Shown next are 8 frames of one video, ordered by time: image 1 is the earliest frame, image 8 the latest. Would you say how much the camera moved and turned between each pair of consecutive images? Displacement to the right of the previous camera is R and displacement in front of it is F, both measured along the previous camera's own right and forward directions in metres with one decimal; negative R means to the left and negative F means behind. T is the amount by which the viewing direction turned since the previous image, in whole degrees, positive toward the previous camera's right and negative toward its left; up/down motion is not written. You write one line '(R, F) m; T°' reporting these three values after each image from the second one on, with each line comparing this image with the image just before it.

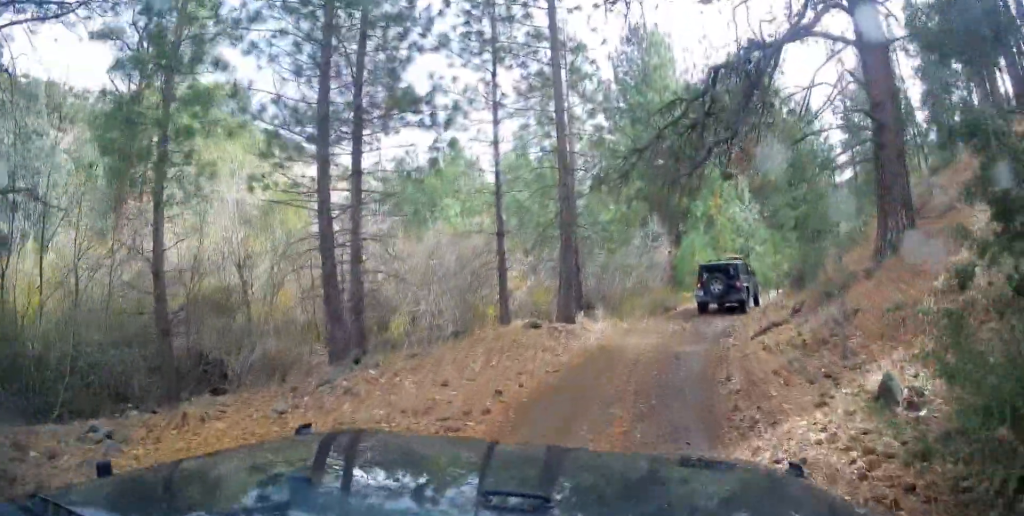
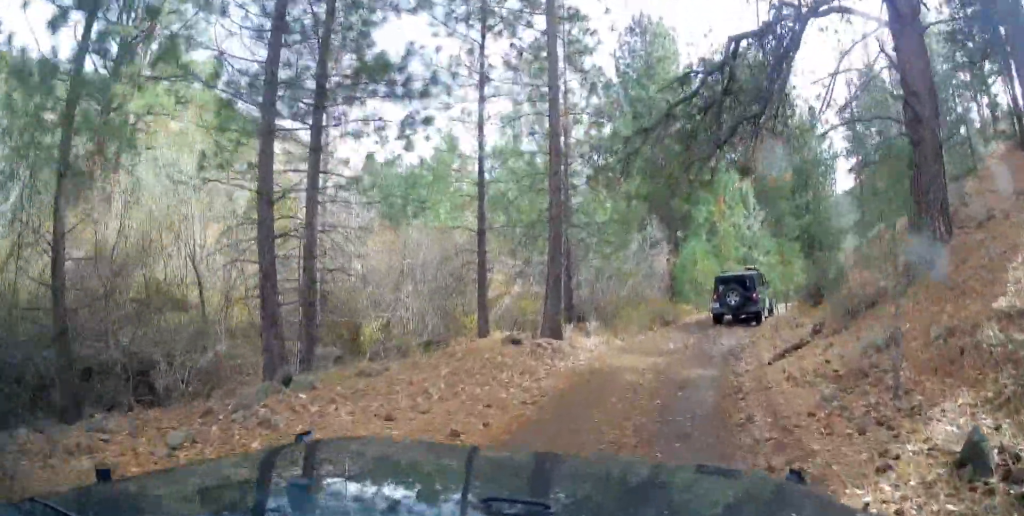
(-0.3, +2.0) m; 0°
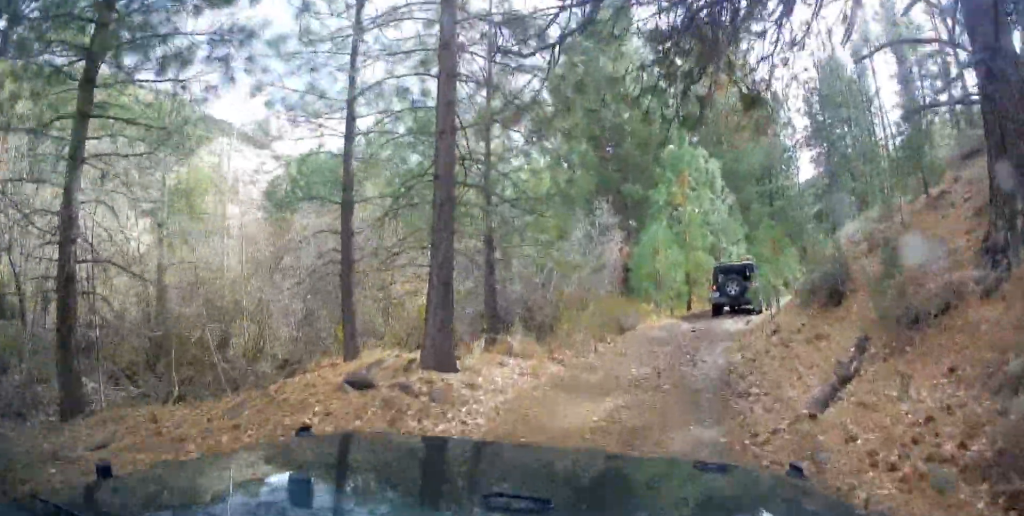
(+0.3, +4.8) m; +11°
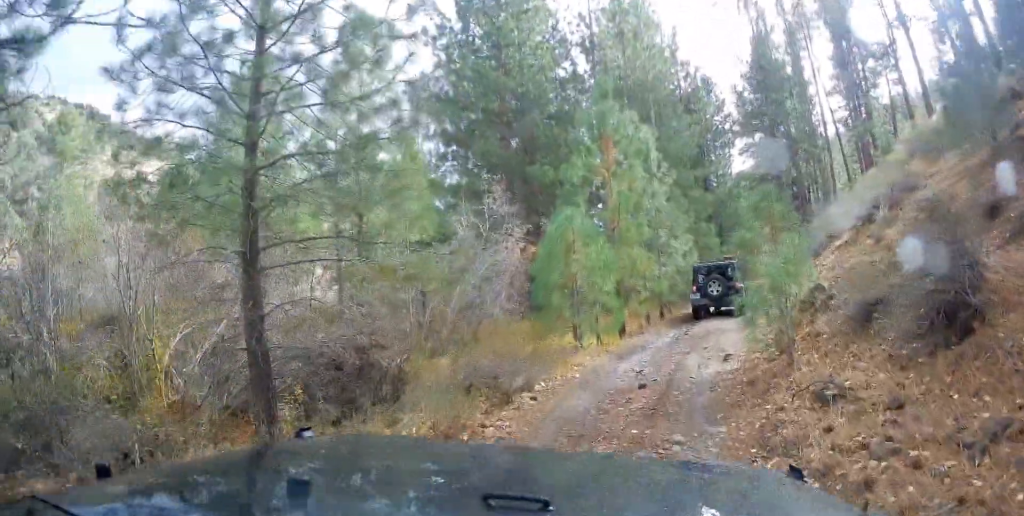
(+0.9, +6.3) m; +13°
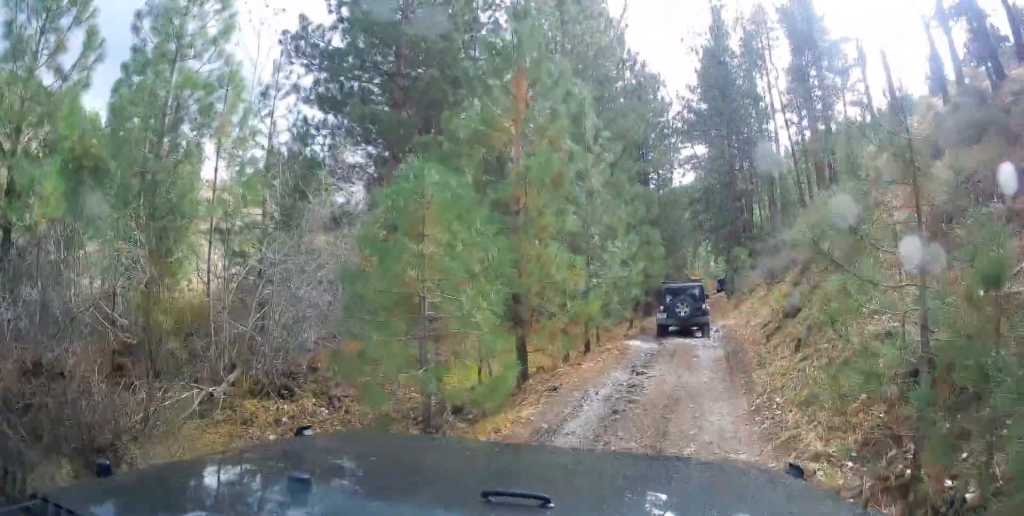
(+0.2, +6.1) m; +5°
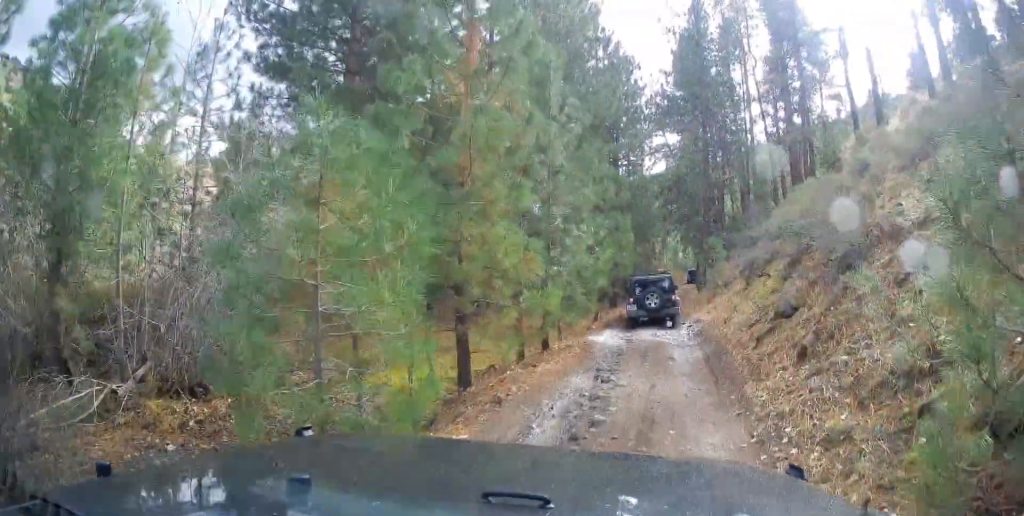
(0.0, +1.7) m; +3°
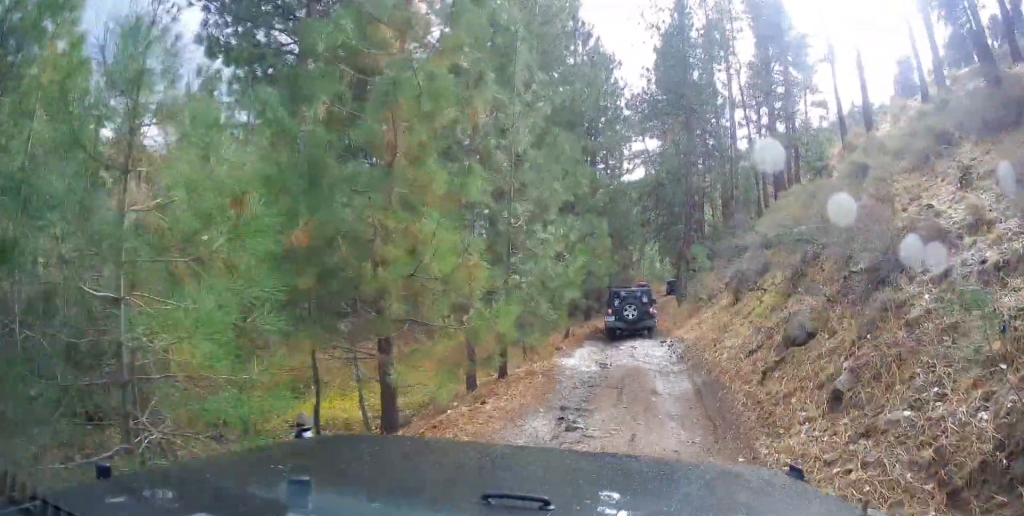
(+0.2, +2.0) m; +3°
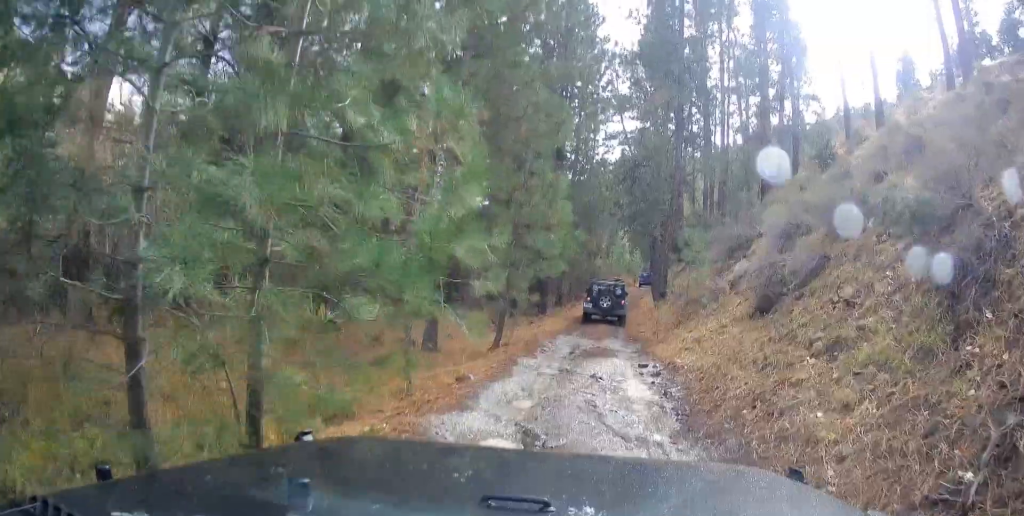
(+0.4, +6.6) m; +5°
